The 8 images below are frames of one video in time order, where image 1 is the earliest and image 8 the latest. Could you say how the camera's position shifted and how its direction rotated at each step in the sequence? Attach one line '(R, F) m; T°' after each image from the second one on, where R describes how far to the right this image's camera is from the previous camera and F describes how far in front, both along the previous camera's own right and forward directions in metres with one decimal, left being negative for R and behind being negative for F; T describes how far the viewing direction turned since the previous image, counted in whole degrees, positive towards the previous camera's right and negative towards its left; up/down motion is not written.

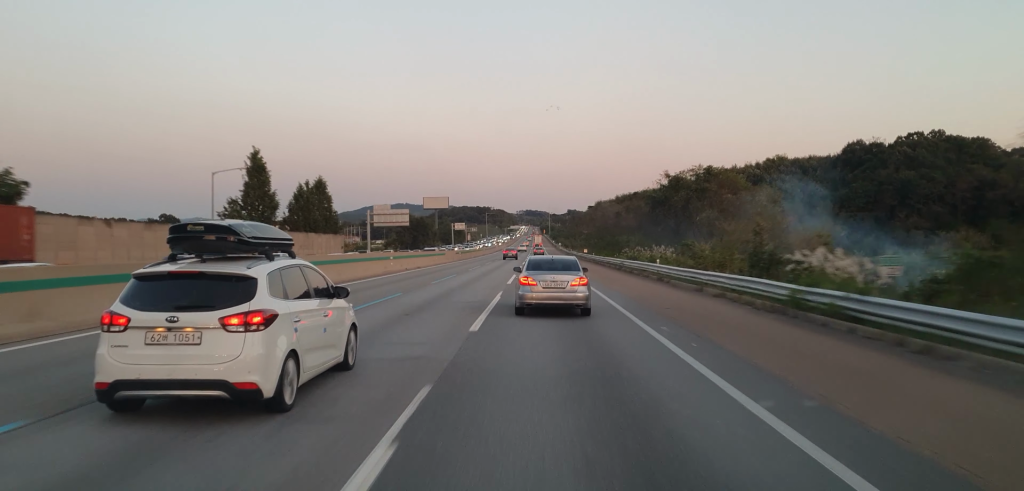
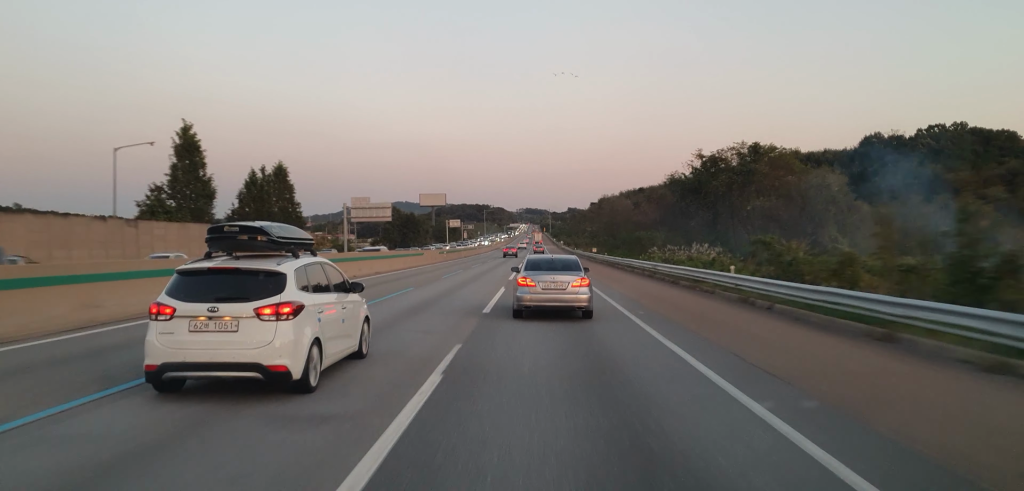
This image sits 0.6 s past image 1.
(-0.2, +16.5) m; -1°
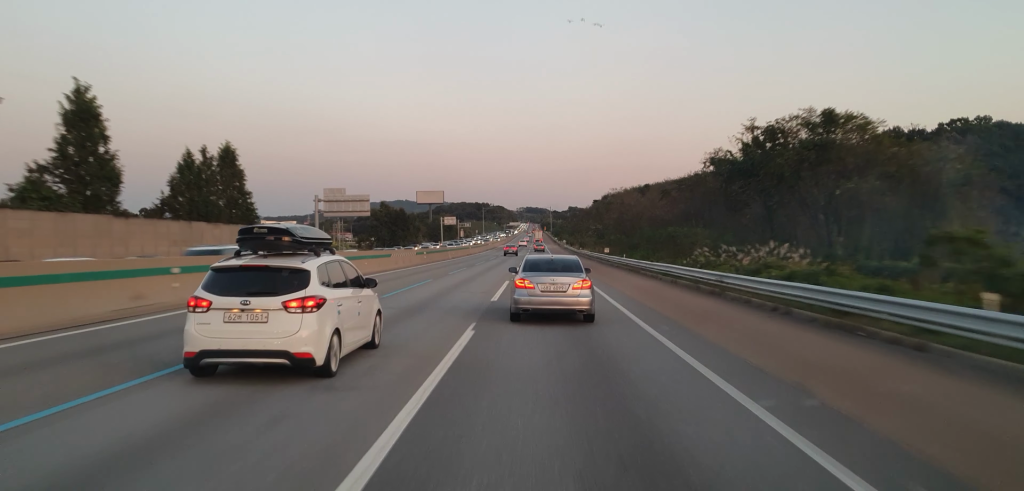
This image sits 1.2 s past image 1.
(-0.1, +15.6) m; 0°
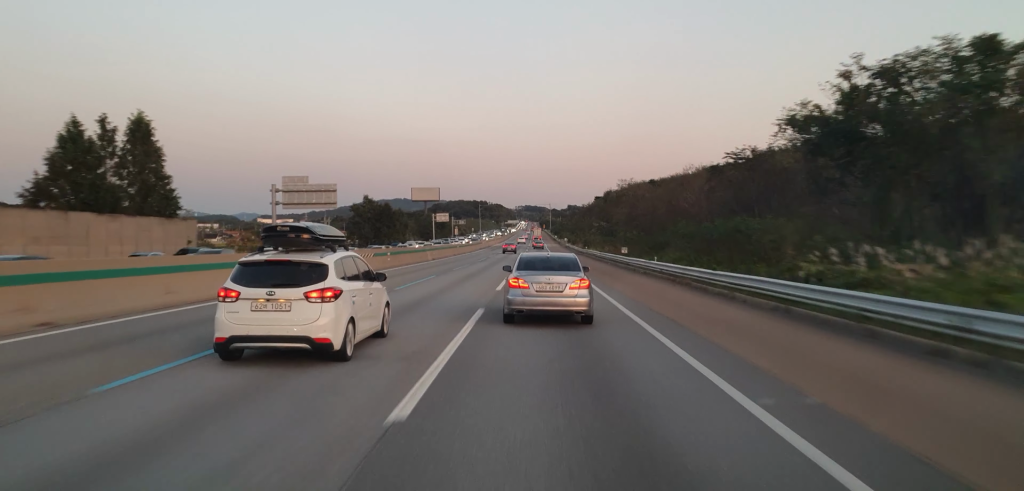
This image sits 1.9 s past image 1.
(-0.2, +16.3) m; 0°
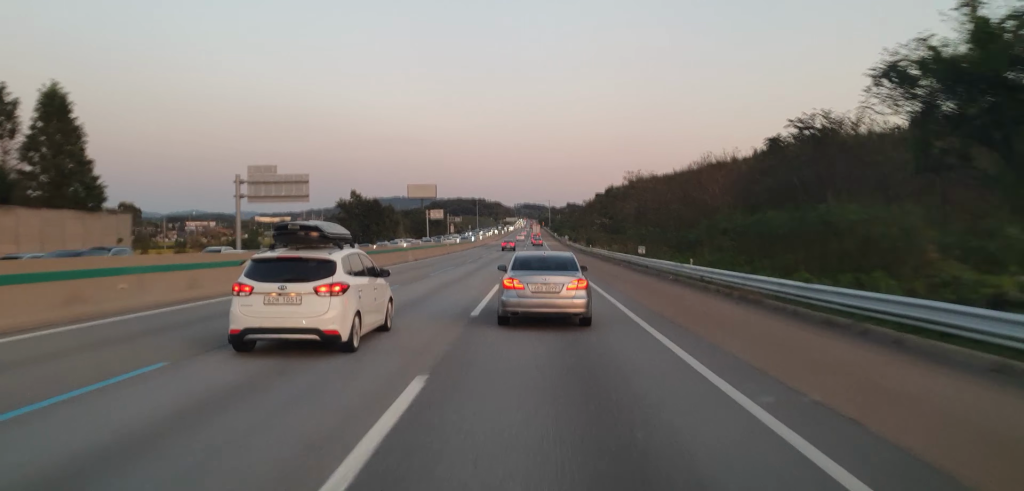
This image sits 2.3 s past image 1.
(+0.1, +10.3) m; 0°
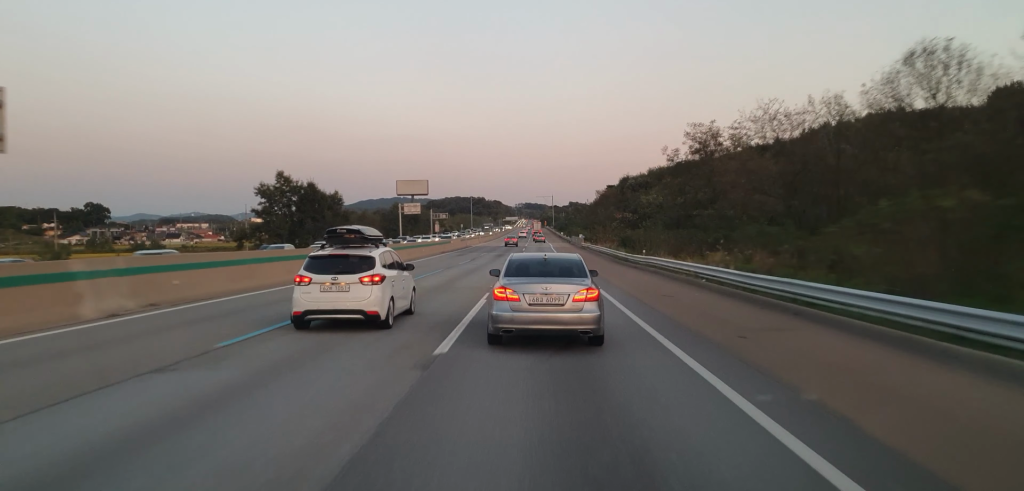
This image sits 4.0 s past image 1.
(+0.5, +45.0) m; 0°
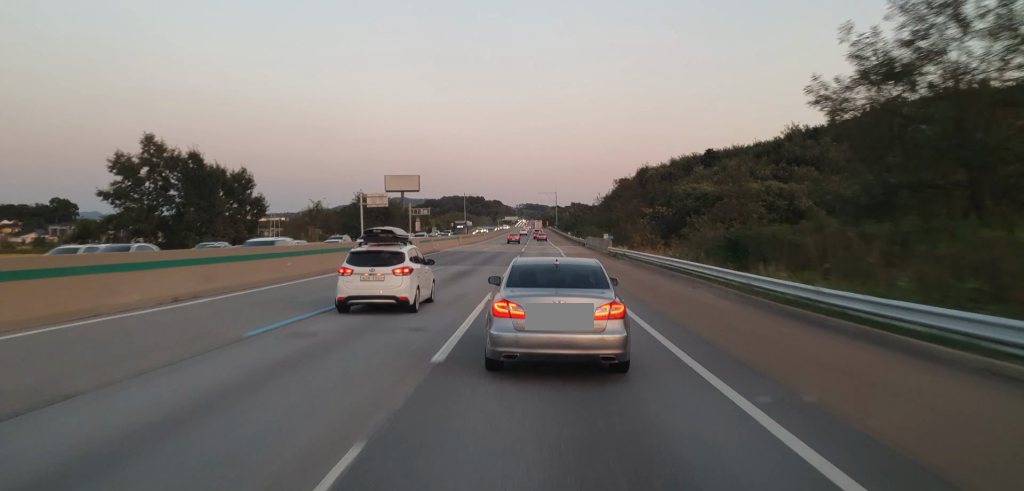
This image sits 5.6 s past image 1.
(-0.4, +37.9) m; -1°
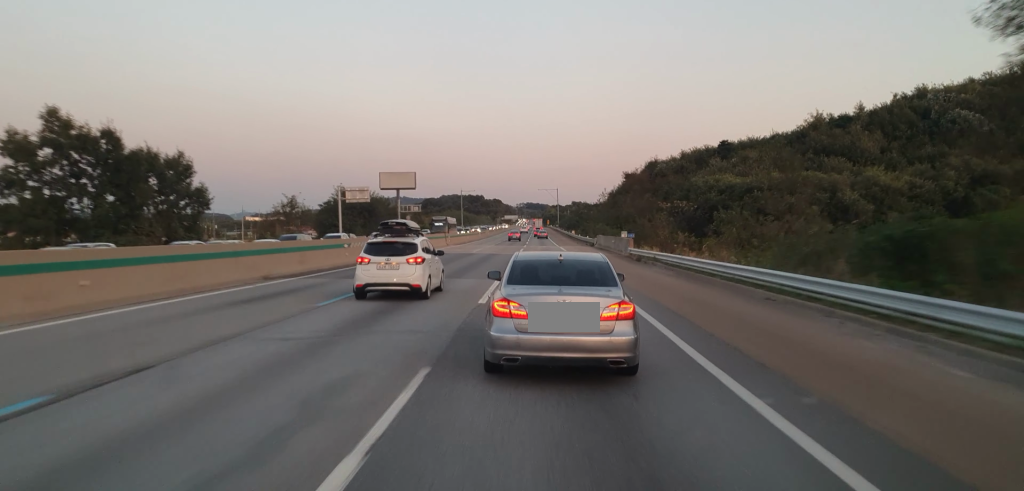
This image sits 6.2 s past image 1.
(+0.1, +14.5) m; 0°
